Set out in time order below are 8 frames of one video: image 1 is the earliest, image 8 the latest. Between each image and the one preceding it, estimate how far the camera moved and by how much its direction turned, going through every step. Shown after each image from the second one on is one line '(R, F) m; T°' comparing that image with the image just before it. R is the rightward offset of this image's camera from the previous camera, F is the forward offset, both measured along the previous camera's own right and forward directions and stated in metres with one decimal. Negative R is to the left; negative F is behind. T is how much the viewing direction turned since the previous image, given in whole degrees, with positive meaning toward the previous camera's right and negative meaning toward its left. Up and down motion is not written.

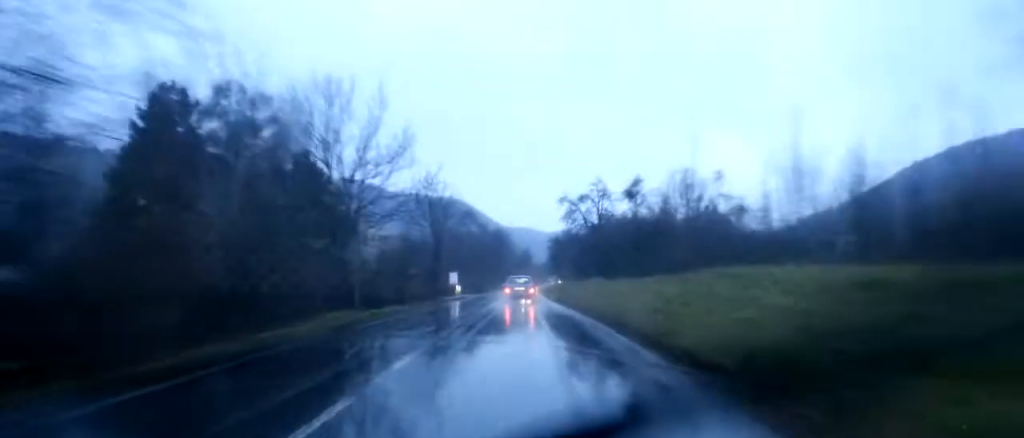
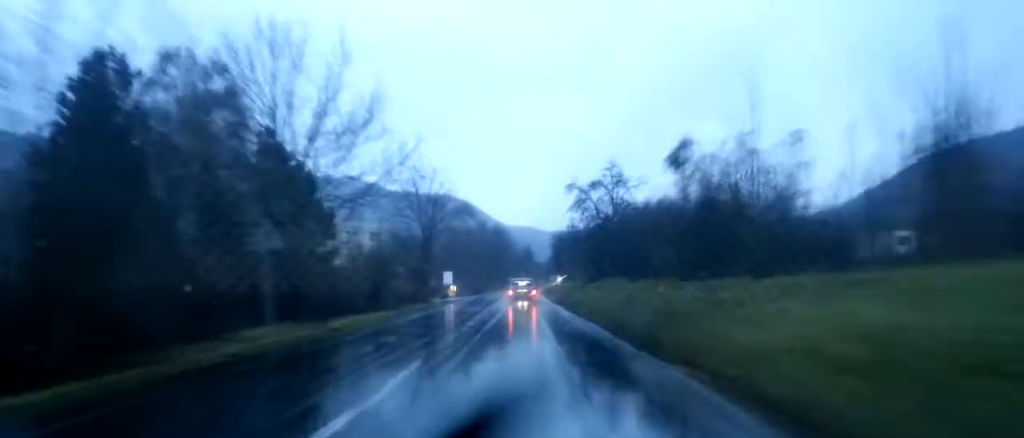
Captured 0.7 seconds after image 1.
(+0.3, +9.8) m; +2°
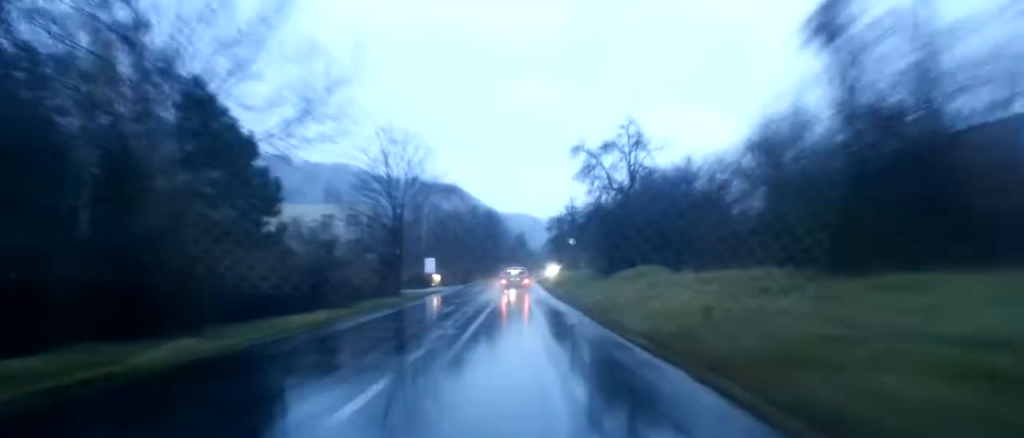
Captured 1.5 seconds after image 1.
(+0.1, +12.0) m; +1°
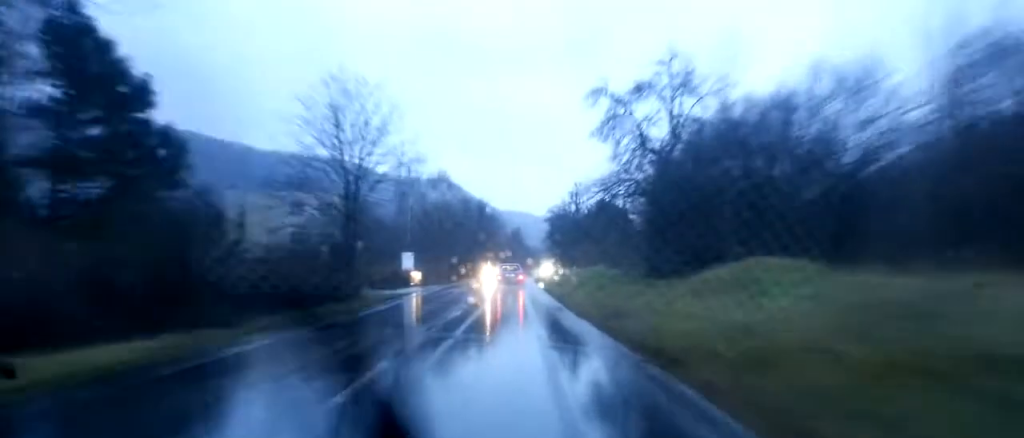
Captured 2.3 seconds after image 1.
(0.0, +13.5) m; 0°
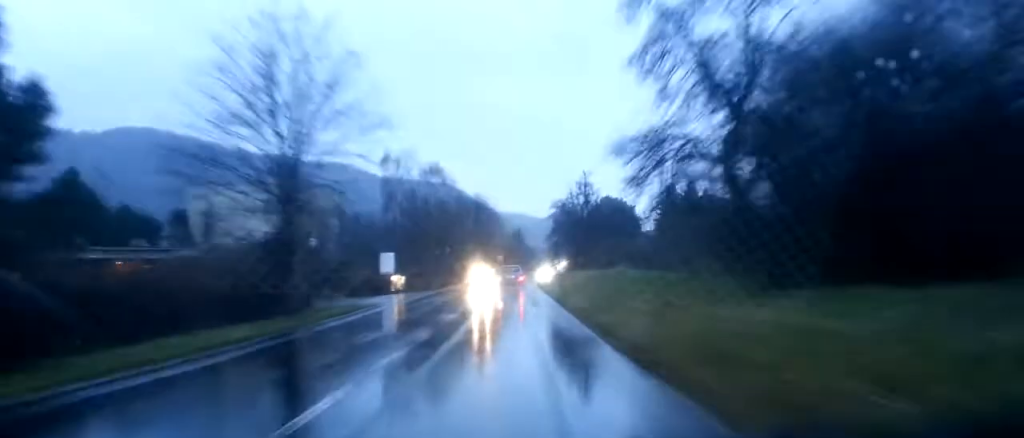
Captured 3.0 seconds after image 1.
(0.0, +10.7) m; -1°
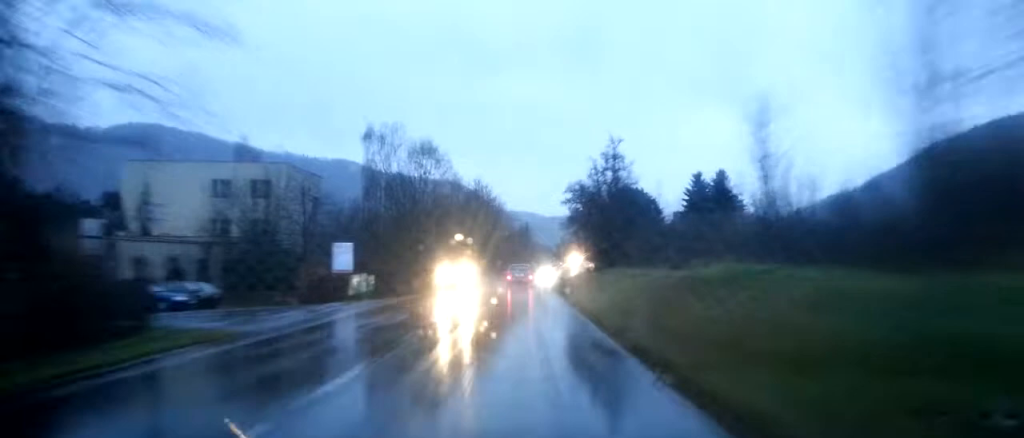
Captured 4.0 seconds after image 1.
(-0.2, +16.8) m; 0°
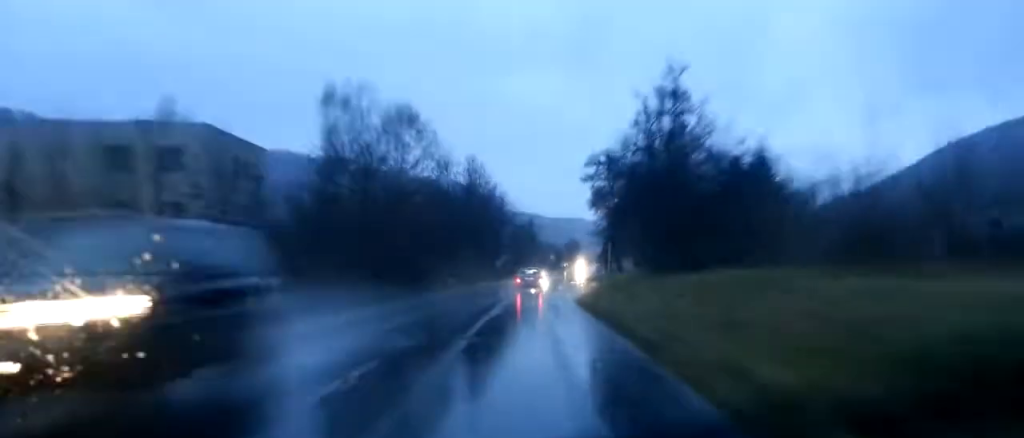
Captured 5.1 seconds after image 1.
(+0.2, +19.8) m; 0°
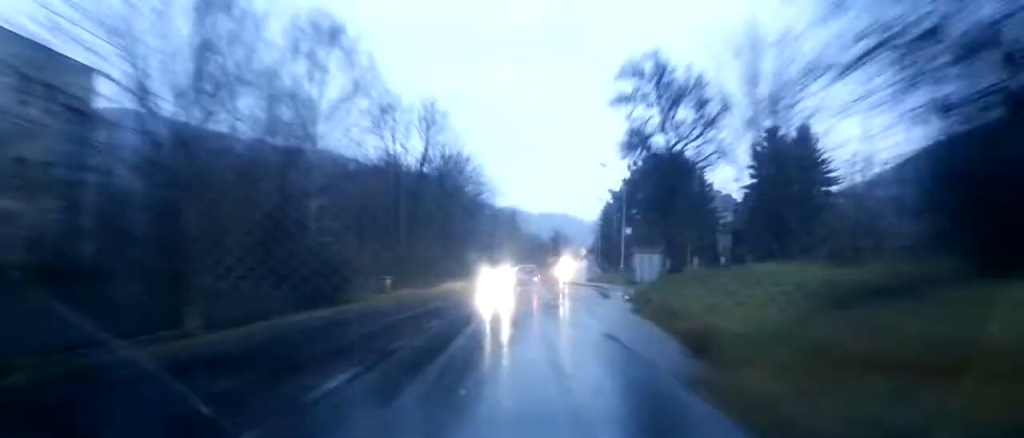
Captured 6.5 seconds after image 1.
(+0.2, +23.2) m; +1°
